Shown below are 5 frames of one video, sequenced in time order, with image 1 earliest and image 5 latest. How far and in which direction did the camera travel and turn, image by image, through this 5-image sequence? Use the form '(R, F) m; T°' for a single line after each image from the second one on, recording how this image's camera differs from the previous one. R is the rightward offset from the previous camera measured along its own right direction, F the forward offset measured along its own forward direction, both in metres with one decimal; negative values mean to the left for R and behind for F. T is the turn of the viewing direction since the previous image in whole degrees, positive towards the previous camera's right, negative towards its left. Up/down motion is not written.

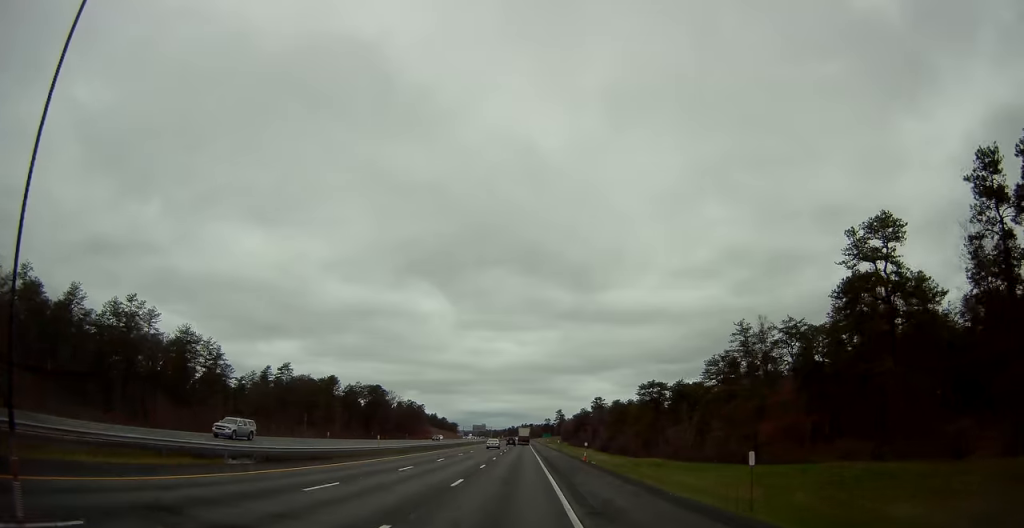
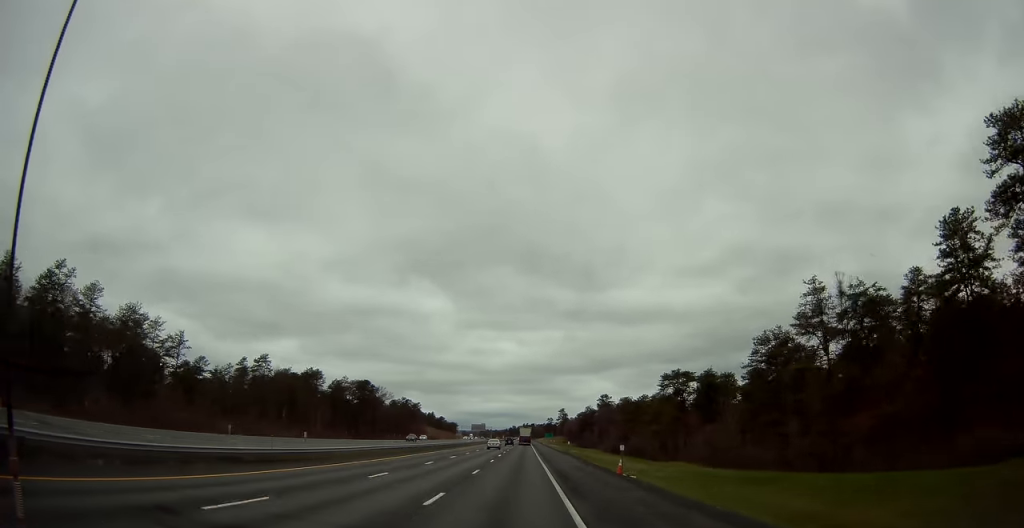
(+0.2, +17.9) m; 0°
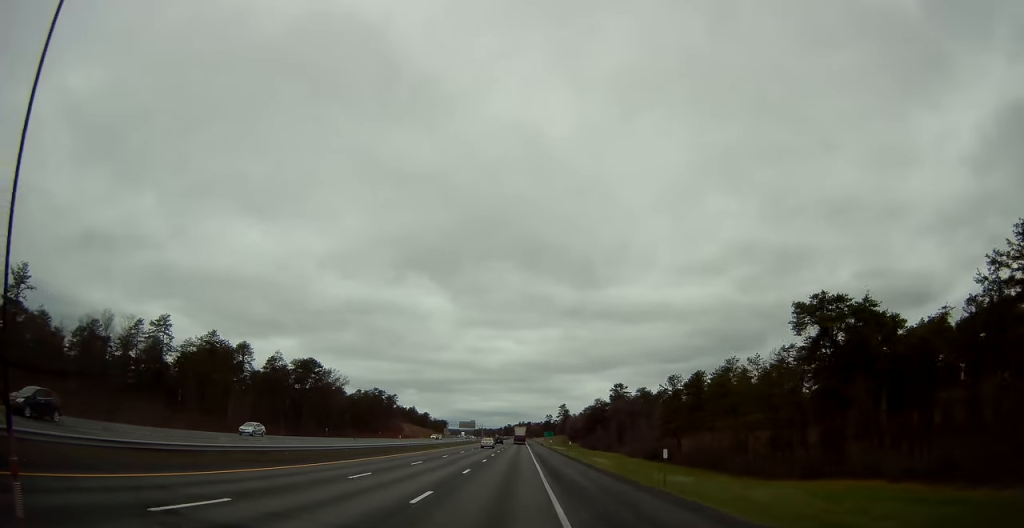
(-0.5, +50.6) m; 0°
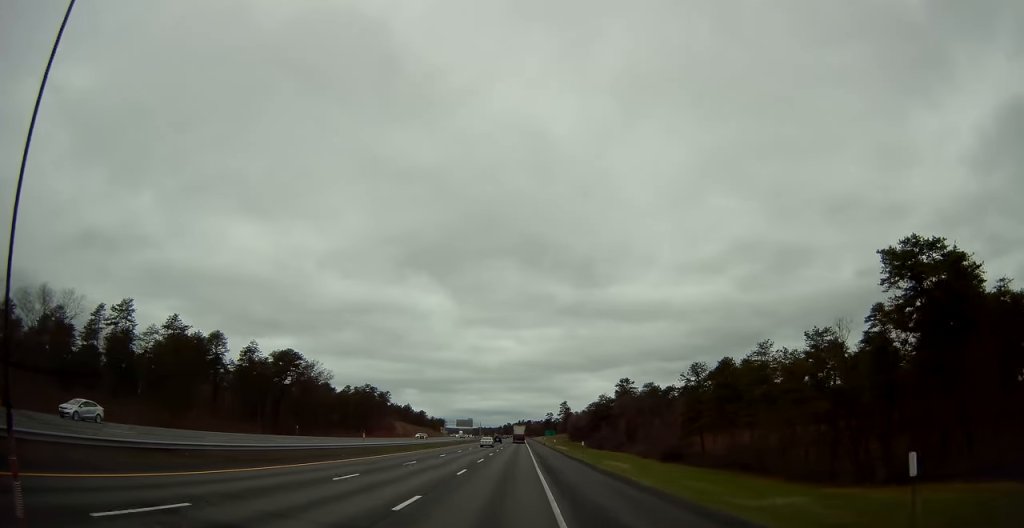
(-0.1, +13.9) m; 0°
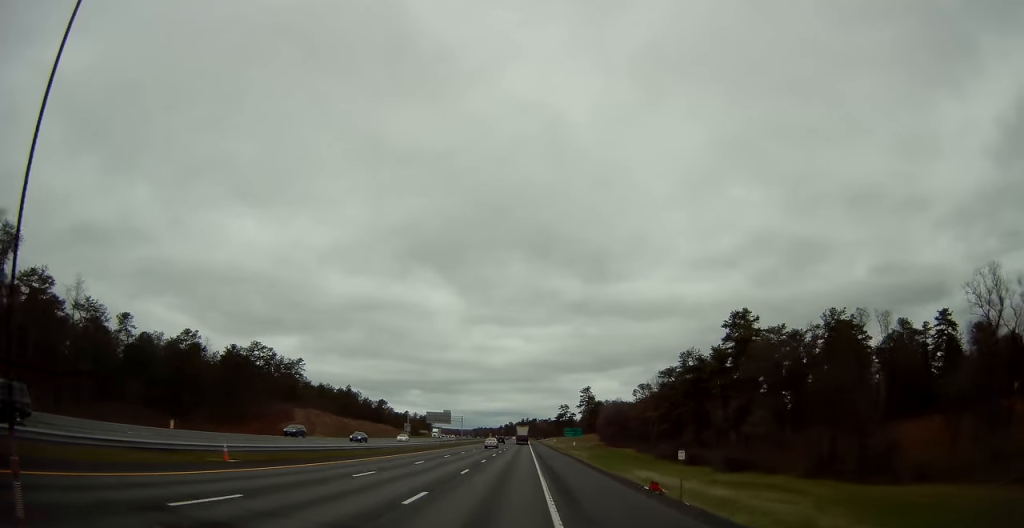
(+0.3, +109.6) m; 0°
